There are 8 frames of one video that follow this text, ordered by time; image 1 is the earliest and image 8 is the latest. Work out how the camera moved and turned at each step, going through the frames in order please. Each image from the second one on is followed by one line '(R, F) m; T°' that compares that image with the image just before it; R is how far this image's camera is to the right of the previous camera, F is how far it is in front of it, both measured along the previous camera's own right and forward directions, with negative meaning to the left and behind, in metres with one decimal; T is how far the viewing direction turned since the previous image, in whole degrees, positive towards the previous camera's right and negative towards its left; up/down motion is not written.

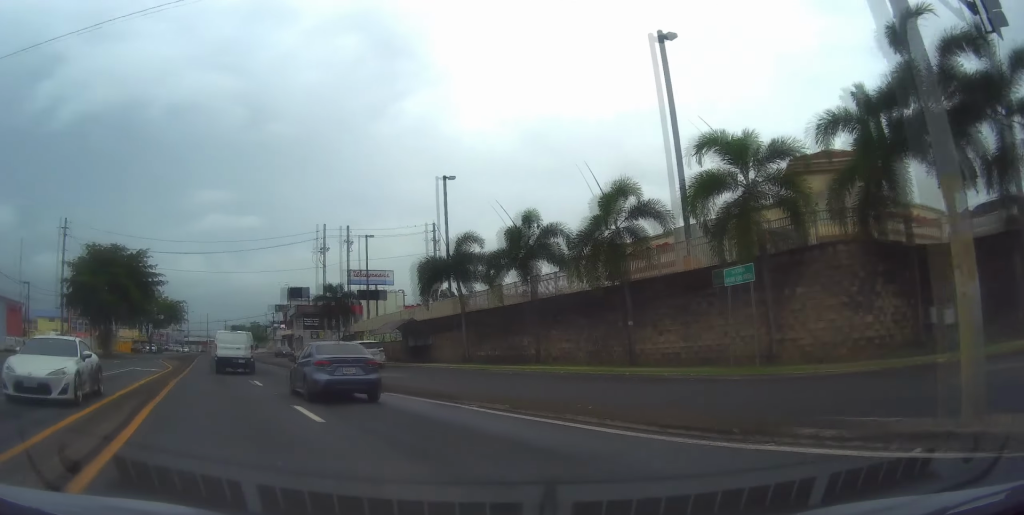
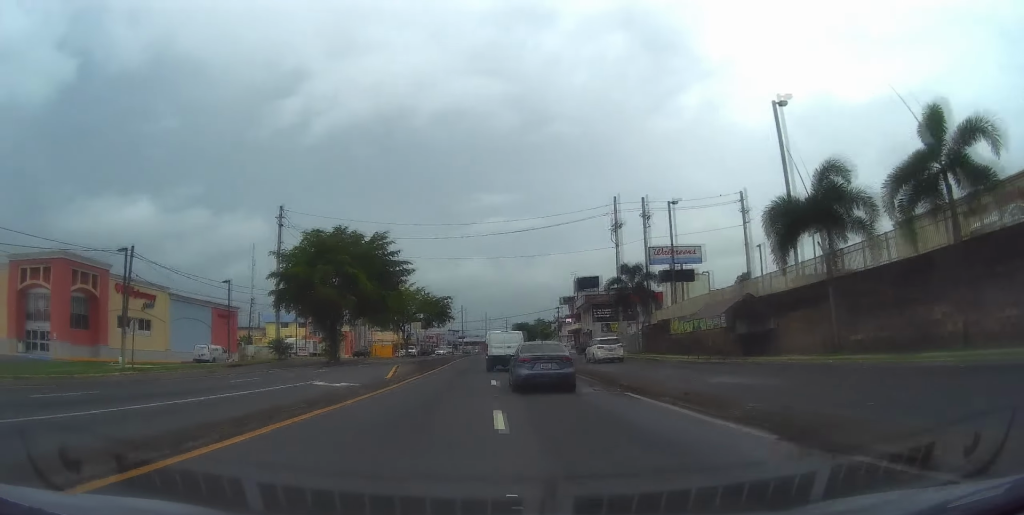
(-3.6, +12.2) m; -27°
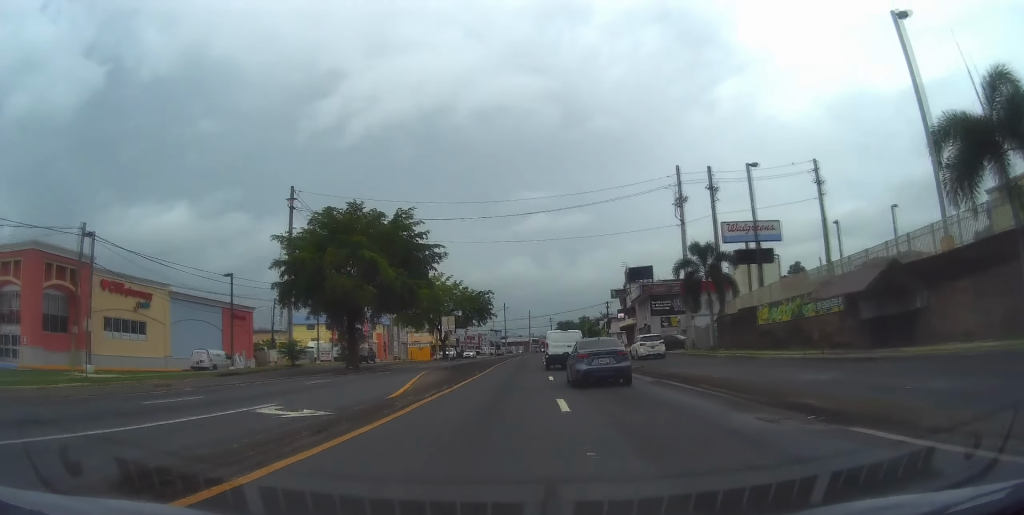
(-0.2, +9.5) m; -1°
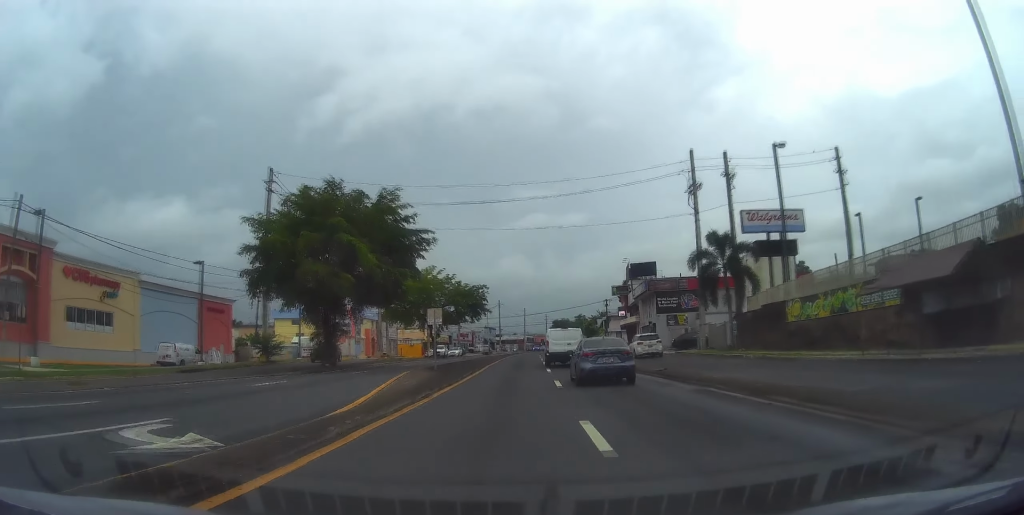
(0.0, +5.3) m; 0°
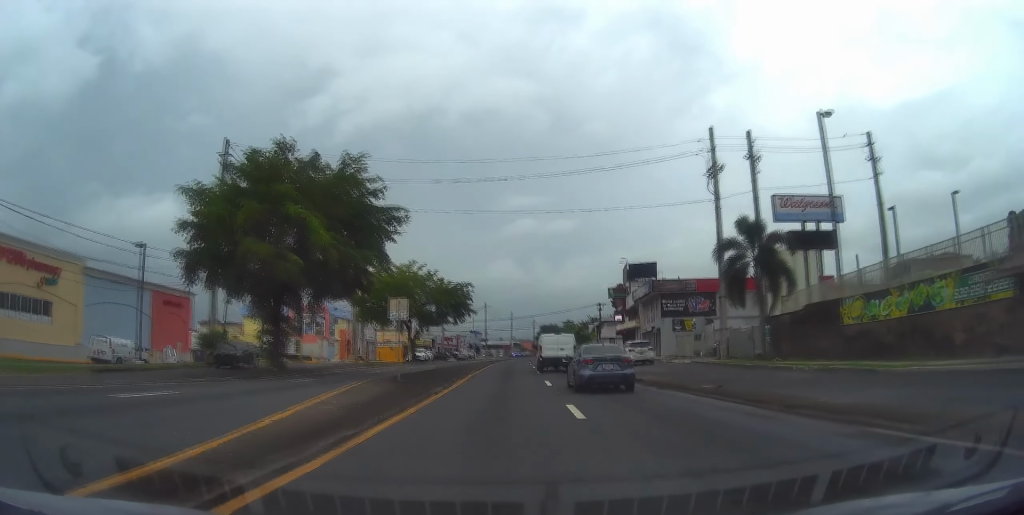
(0.0, +7.7) m; 0°
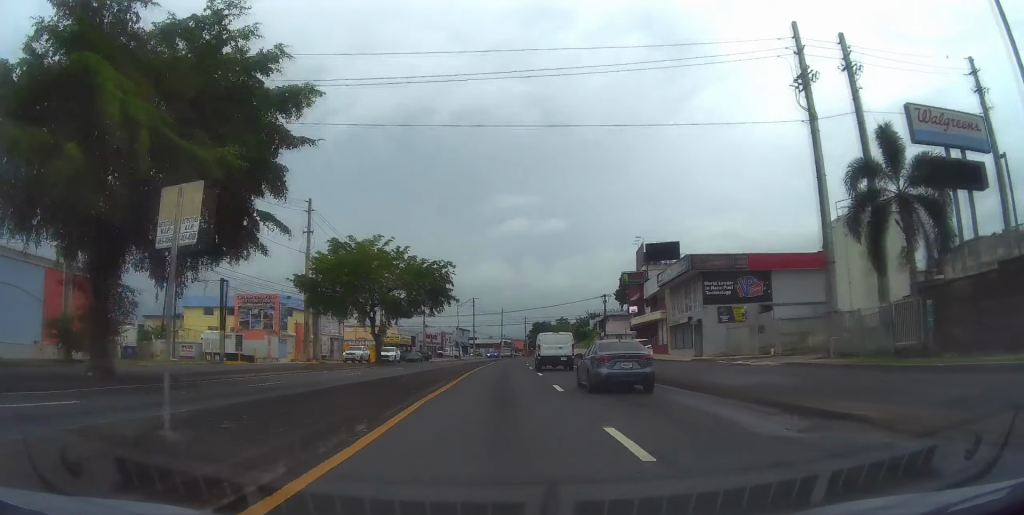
(0.0, +16.8) m; 0°
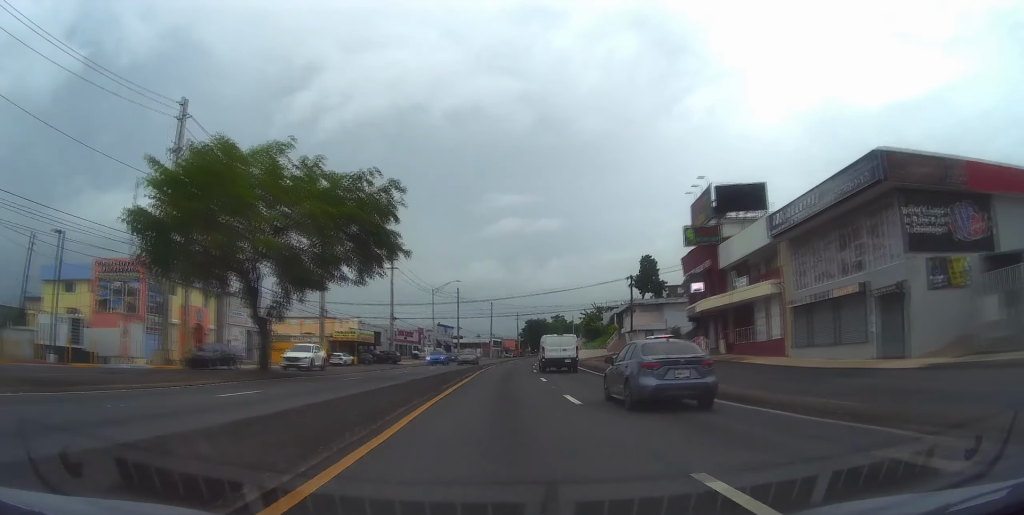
(0.0, +28.0) m; +1°
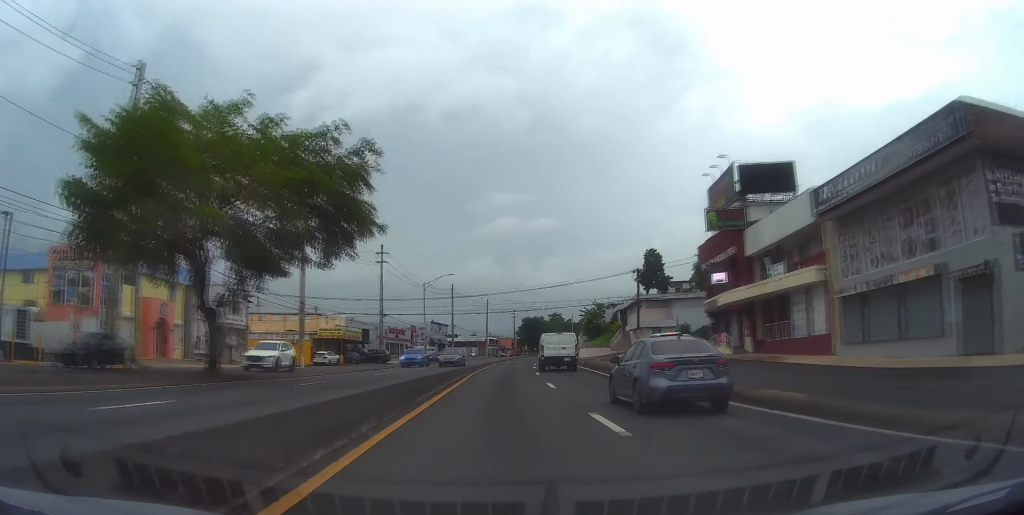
(-0.1, +5.8) m; +1°
